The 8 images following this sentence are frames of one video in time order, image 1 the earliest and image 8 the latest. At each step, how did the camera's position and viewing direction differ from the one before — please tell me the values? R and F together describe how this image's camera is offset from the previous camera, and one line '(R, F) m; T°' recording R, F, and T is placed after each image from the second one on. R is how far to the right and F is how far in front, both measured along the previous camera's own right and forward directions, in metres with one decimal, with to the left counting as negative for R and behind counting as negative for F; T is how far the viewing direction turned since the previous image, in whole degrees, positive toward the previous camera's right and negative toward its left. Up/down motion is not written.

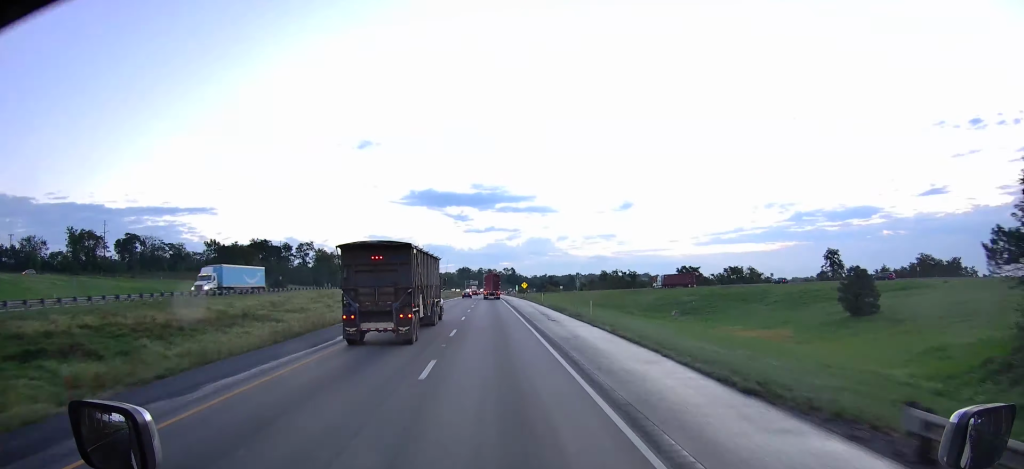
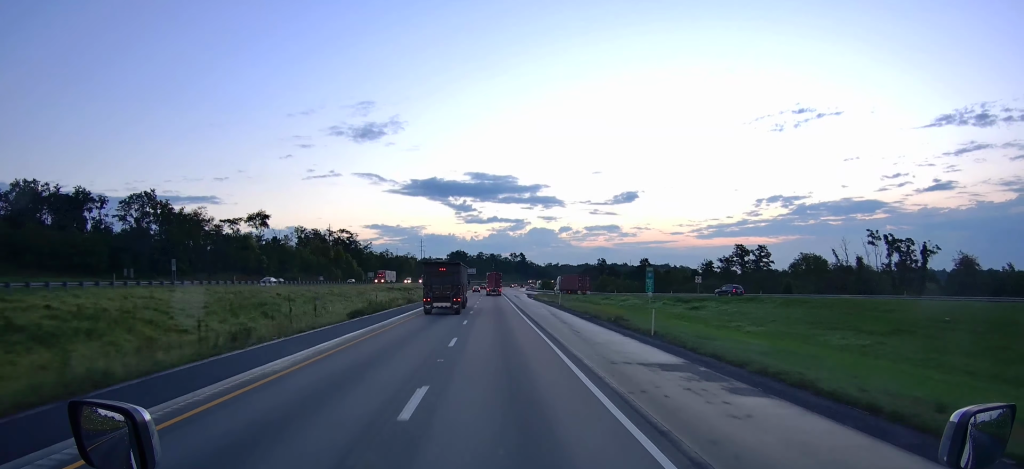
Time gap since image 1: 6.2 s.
(+0.2, +174.9) m; 0°
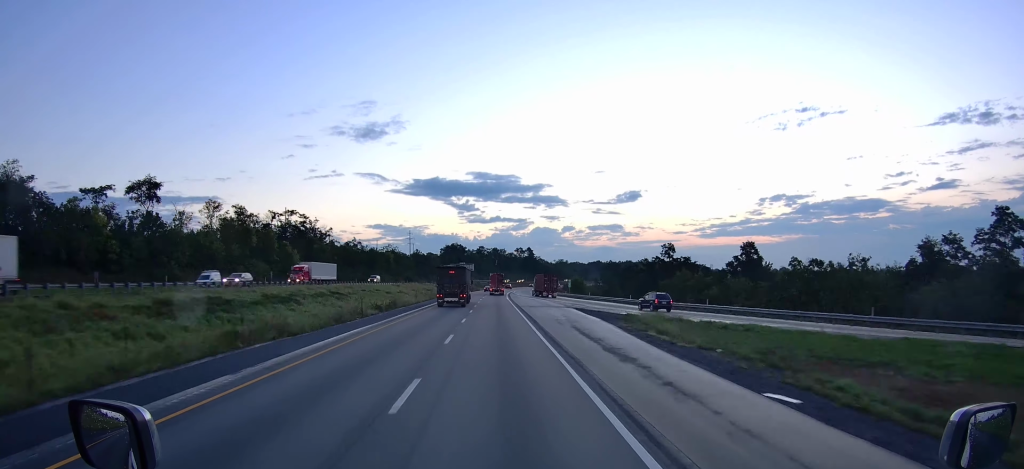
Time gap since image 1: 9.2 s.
(-0.3, +84.7) m; 0°
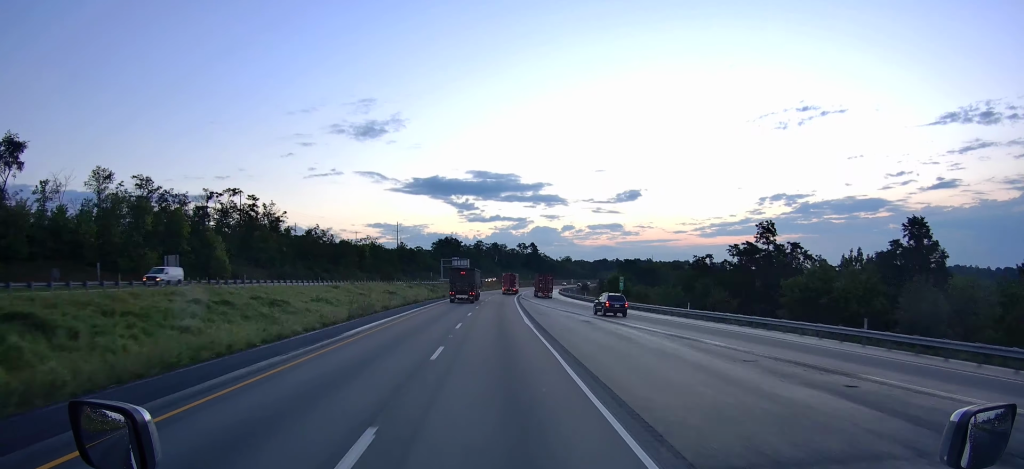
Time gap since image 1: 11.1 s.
(+0.2, +53.6) m; 0°
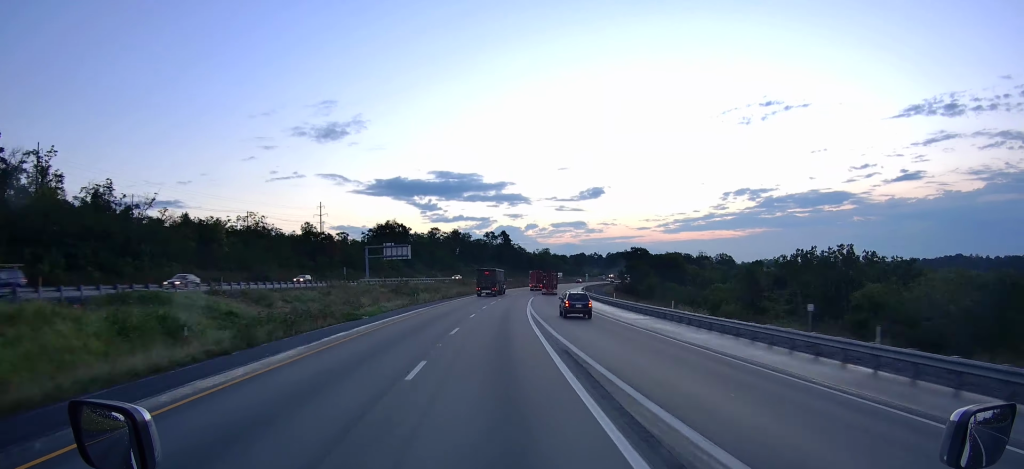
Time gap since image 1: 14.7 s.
(+0.7, +101.4) m; +3°
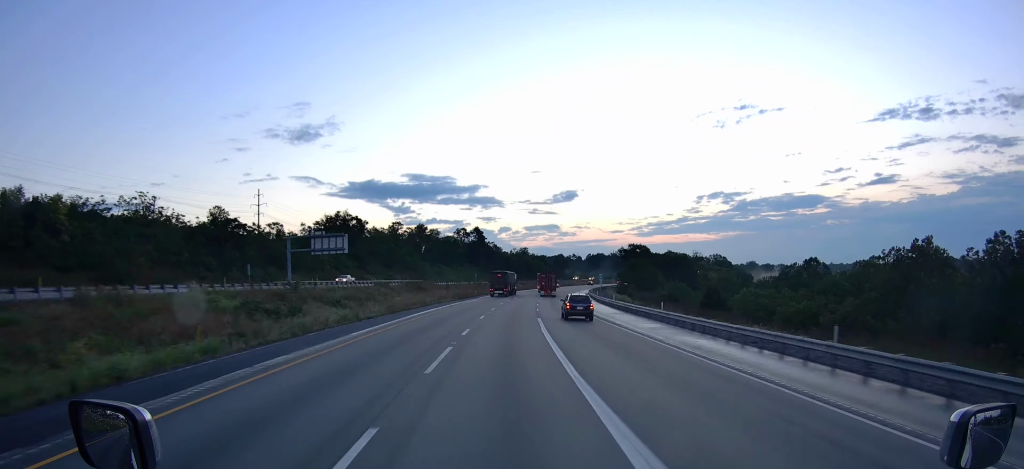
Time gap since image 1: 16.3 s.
(+1.7, +45.1) m; +3°
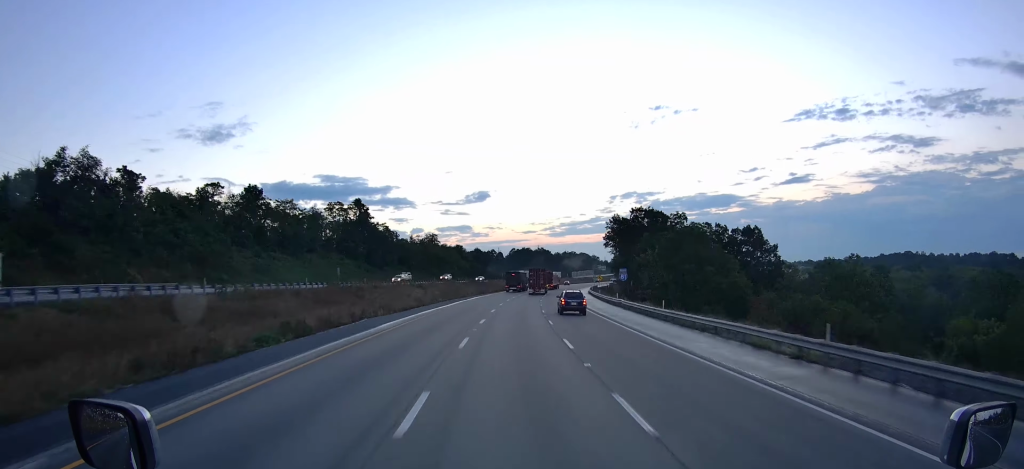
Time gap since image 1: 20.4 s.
(+7.3, +115.0) m; +8°
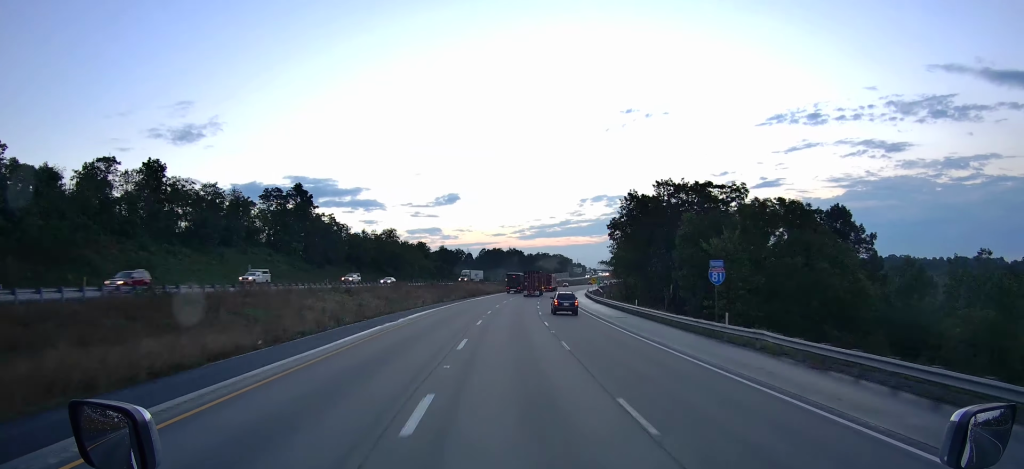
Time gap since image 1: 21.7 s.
(+1.1, +36.6) m; +2°
